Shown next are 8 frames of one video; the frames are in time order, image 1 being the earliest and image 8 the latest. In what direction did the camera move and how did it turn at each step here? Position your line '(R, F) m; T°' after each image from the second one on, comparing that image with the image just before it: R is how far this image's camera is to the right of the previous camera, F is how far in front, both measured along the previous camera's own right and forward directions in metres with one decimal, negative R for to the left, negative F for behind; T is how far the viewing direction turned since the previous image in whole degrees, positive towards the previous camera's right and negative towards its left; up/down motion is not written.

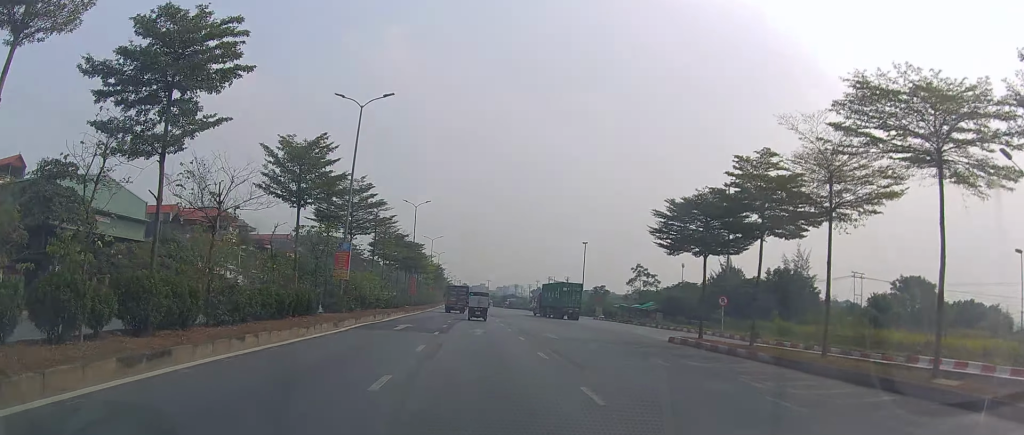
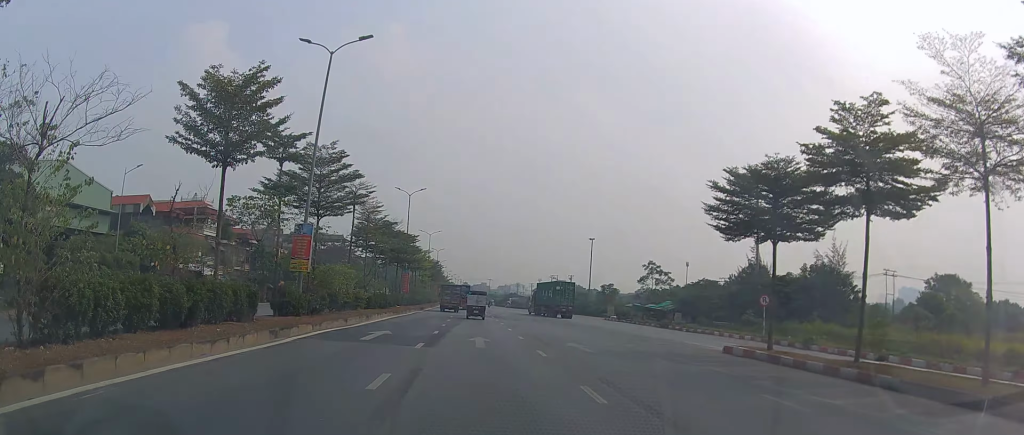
(+0.2, +8.2) m; -1°
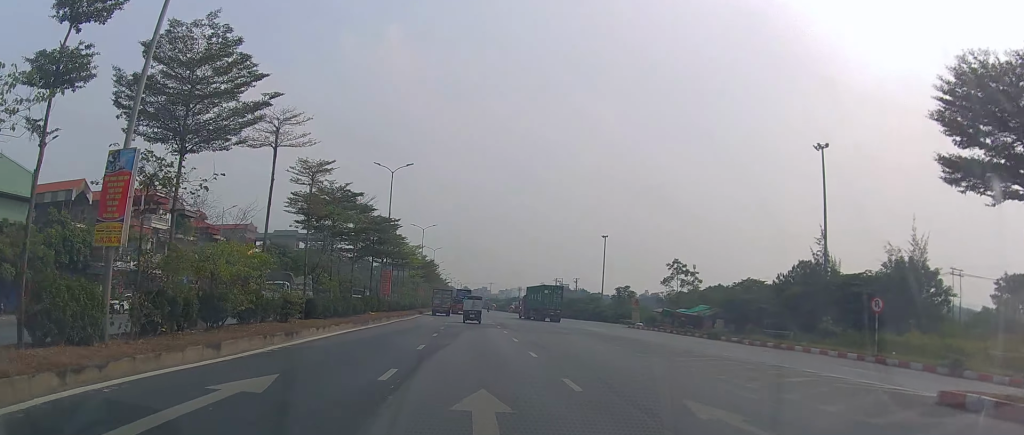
(-0.6, +14.9) m; -1°
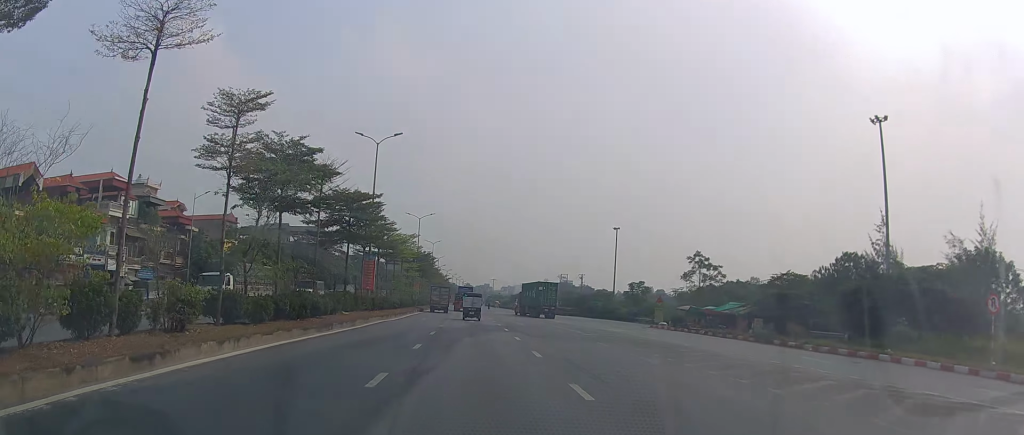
(+0.2, +9.3) m; 0°
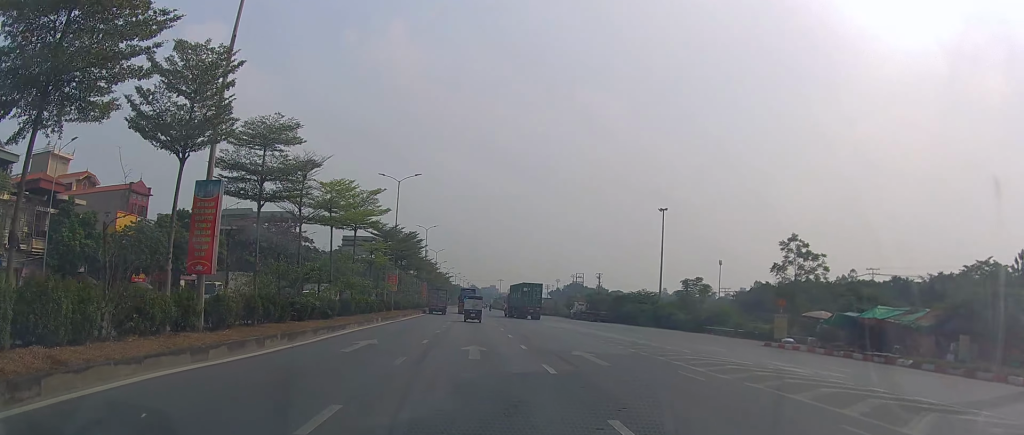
(+0.4, +27.0) m; +1°
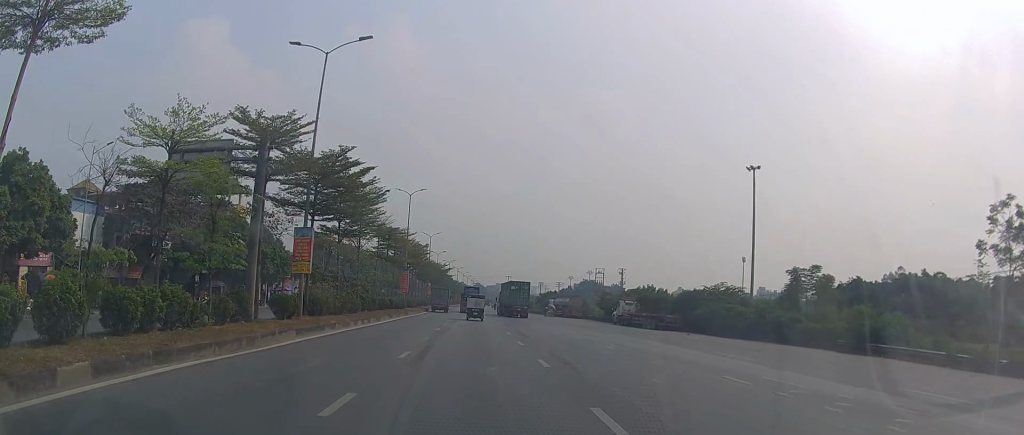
(-0.6, +30.8) m; -3°
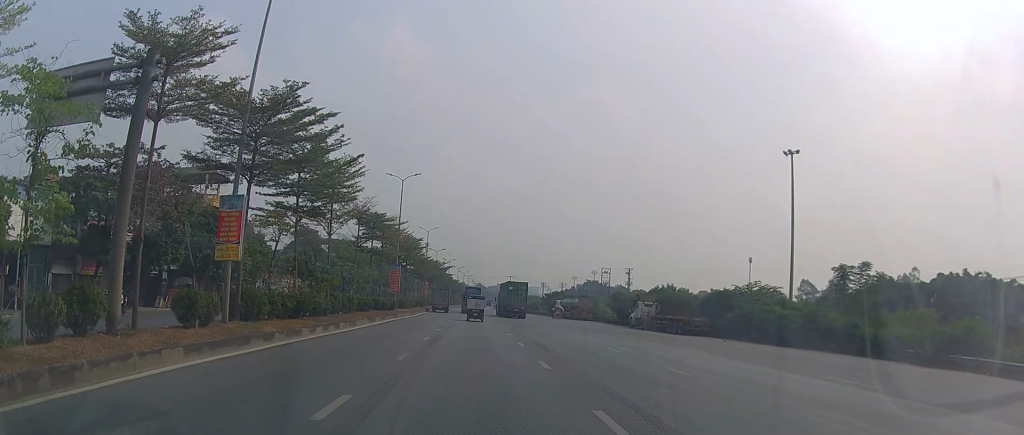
(-0.1, +8.4) m; 0°
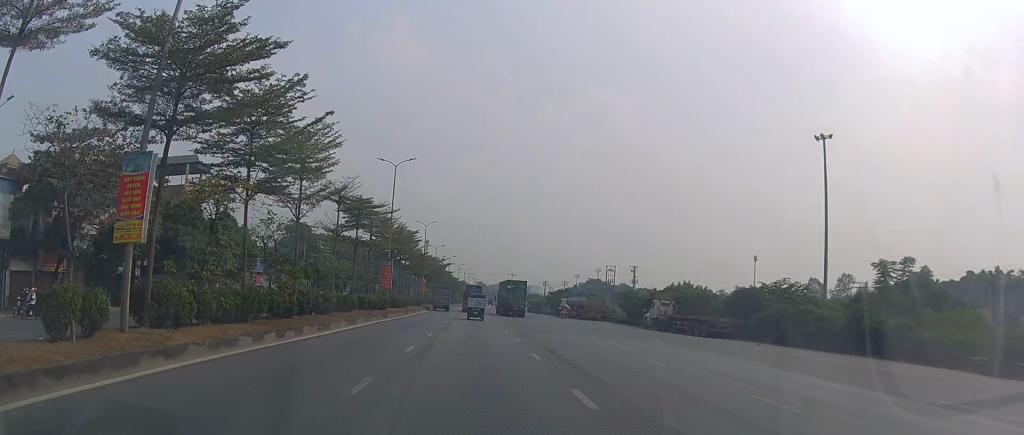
(-0.1, +6.0) m; 0°
